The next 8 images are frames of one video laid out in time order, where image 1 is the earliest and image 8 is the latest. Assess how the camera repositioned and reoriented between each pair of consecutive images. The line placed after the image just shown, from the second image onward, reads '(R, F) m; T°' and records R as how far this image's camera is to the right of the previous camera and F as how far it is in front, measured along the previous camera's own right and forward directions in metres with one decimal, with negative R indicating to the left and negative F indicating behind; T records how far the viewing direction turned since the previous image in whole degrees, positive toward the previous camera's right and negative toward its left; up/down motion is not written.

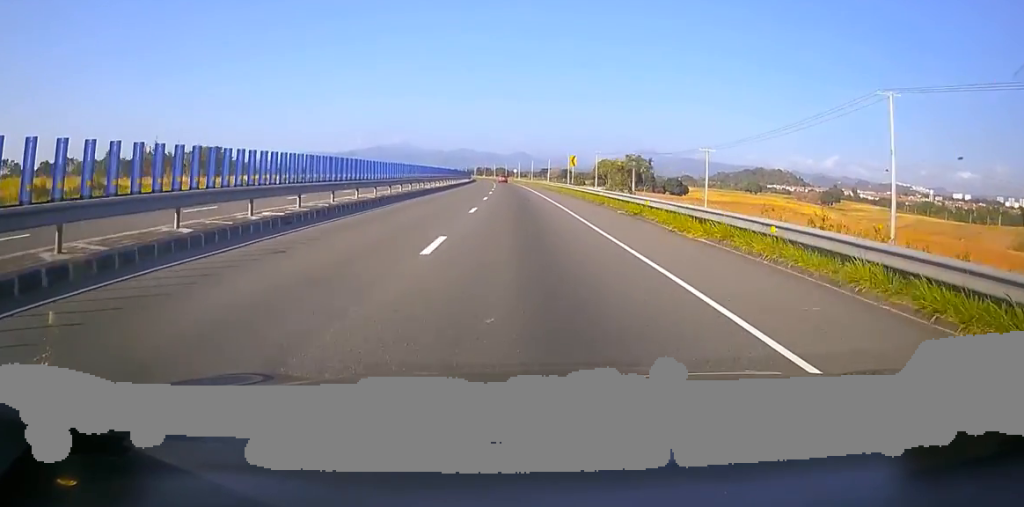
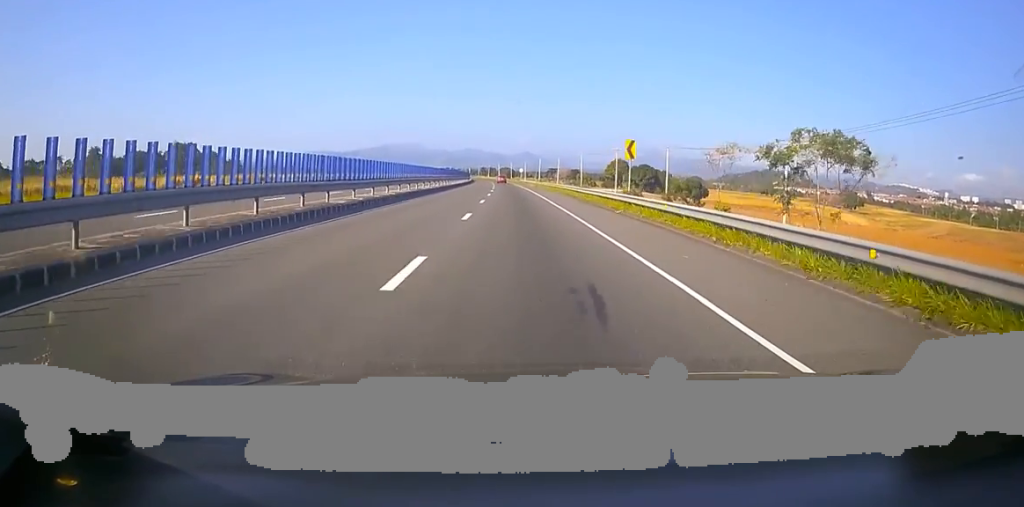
(-0.3, +27.1) m; 0°
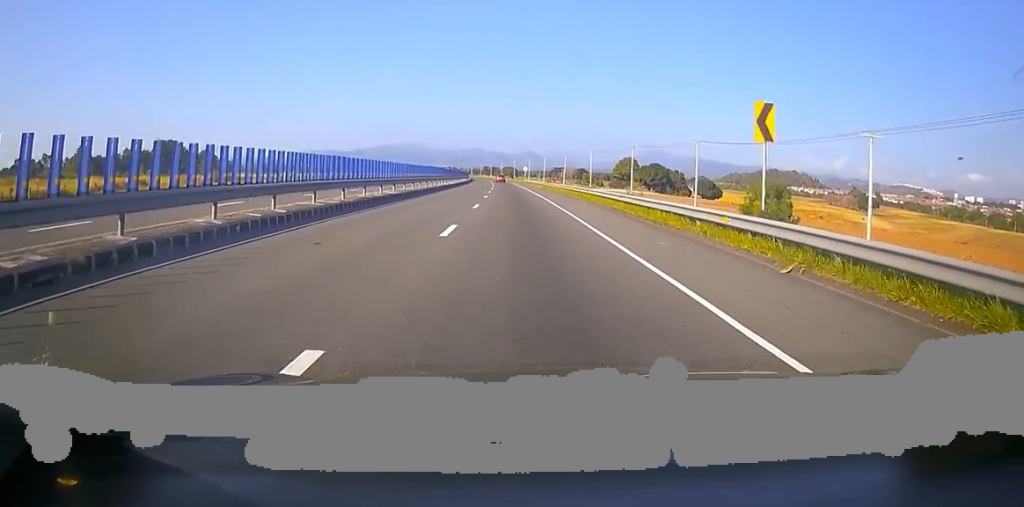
(-0.1, +17.3) m; 0°
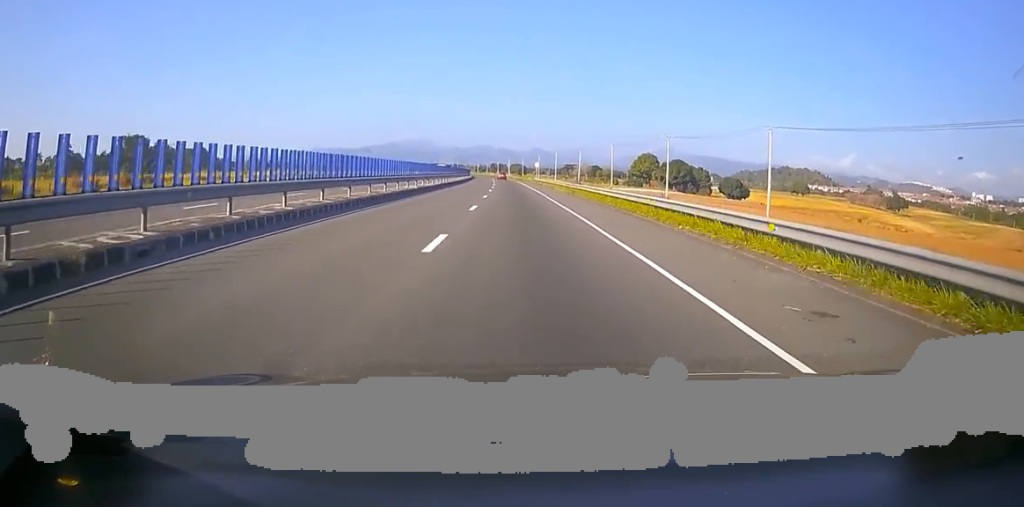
(+0.3, +26.9) m; -1°
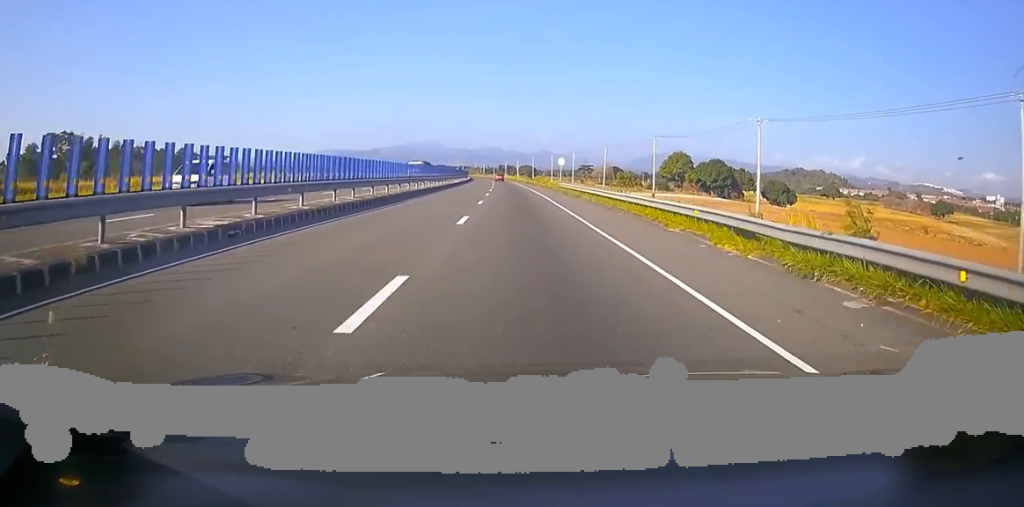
(-0.9, +41.1) m; -1°
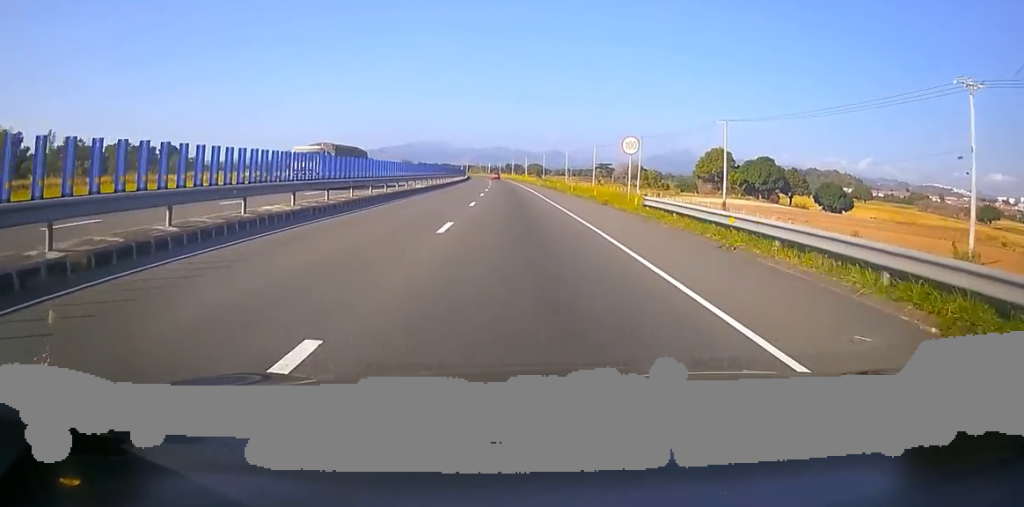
(0.0, +39.8) m; -2°
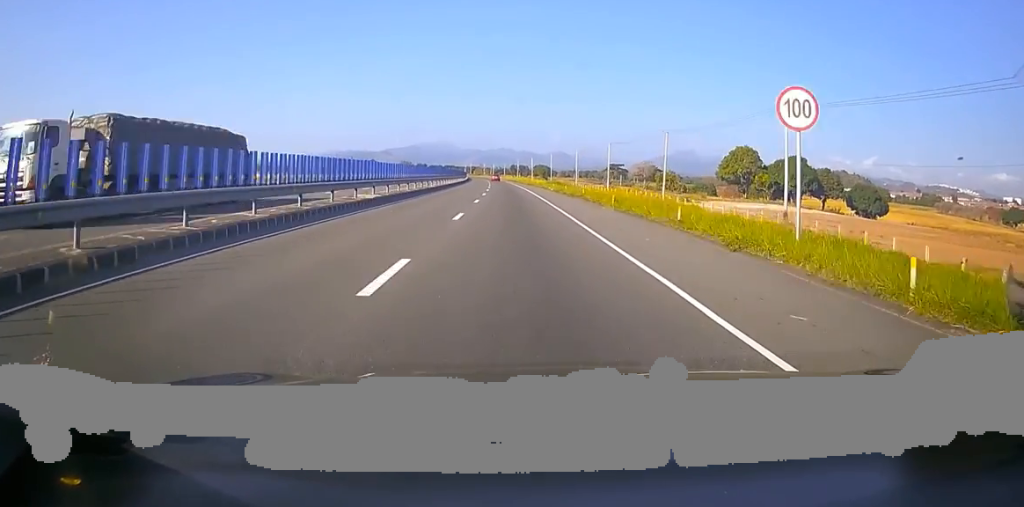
(-0.3, +19.2) m; -1°
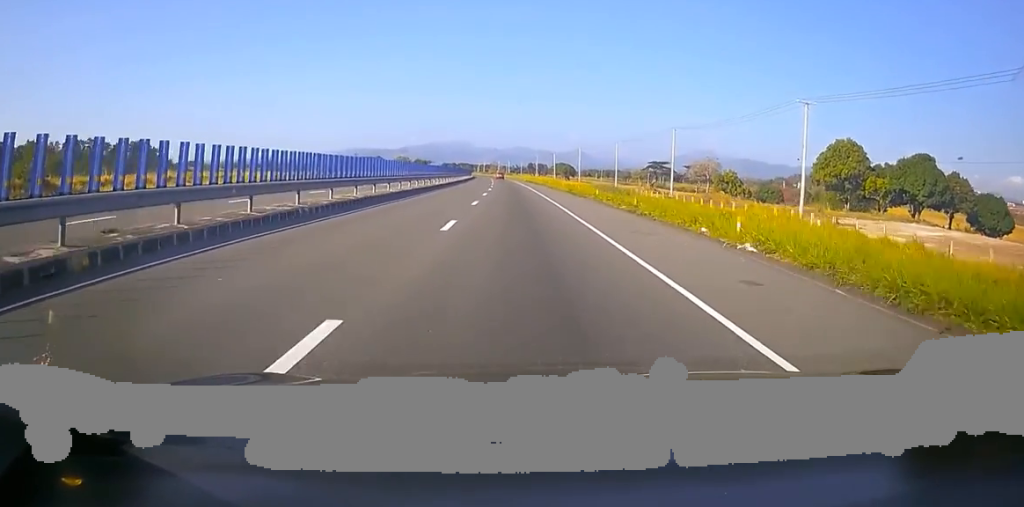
(-0.9, +51.9) m; -1°
